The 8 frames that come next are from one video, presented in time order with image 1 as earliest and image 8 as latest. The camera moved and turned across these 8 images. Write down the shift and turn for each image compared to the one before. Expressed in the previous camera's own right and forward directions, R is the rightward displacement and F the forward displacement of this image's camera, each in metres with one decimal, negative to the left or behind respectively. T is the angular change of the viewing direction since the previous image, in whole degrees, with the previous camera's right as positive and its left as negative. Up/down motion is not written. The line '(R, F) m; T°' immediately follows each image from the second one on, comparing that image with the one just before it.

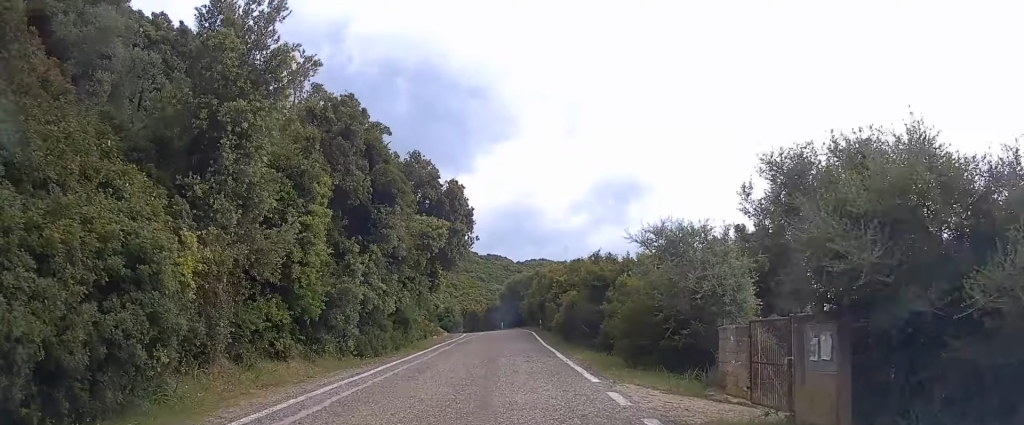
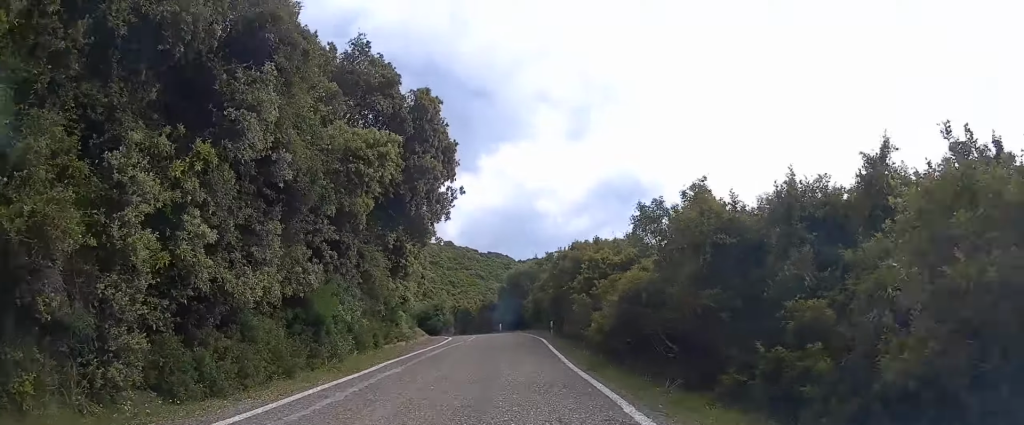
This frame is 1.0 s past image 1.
(0.0, +12.2) m; 0°
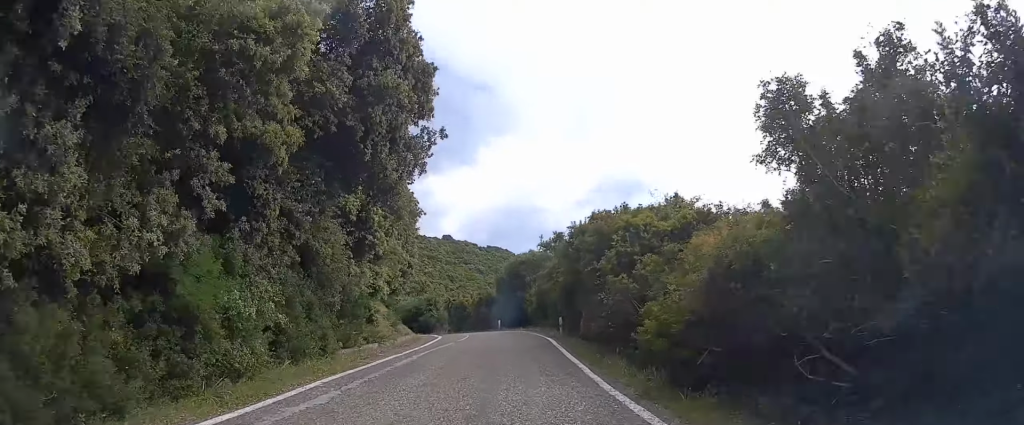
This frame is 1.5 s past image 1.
(0.0, +6.0) m; 0°
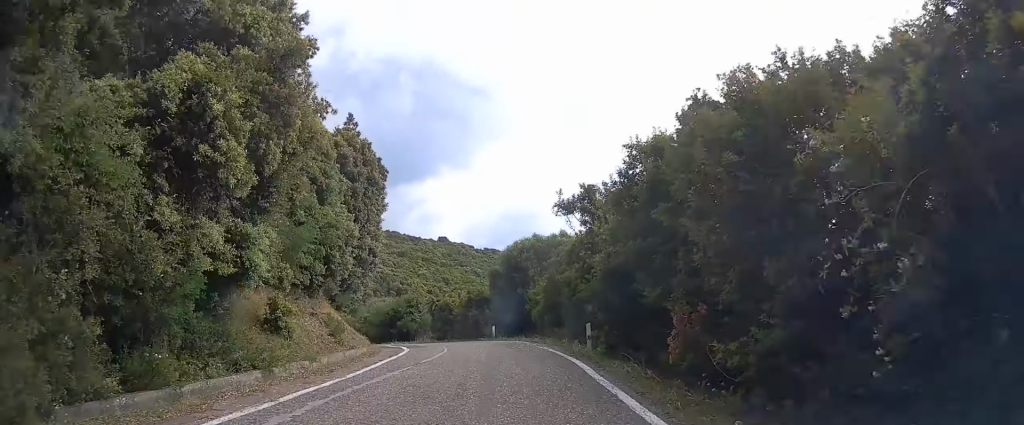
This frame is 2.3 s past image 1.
(0.0, +10.4) m; -1°
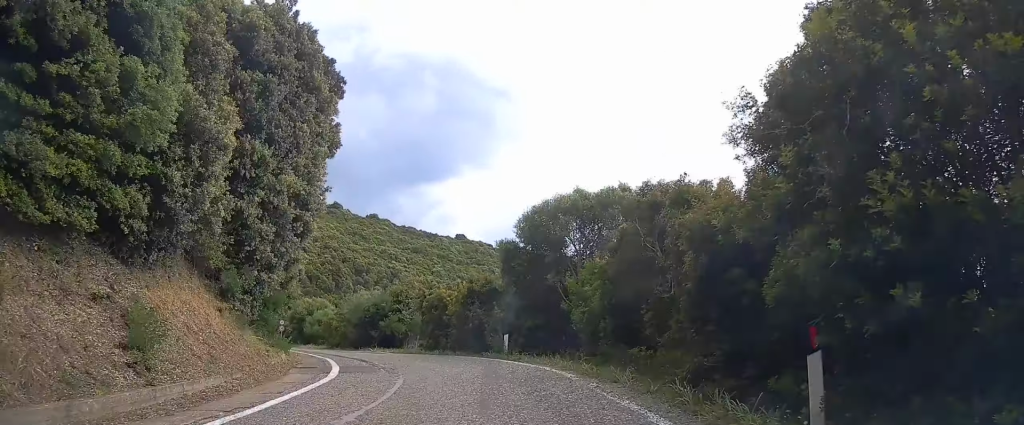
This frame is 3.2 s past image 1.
(-0.2, +12.7) m; -4°
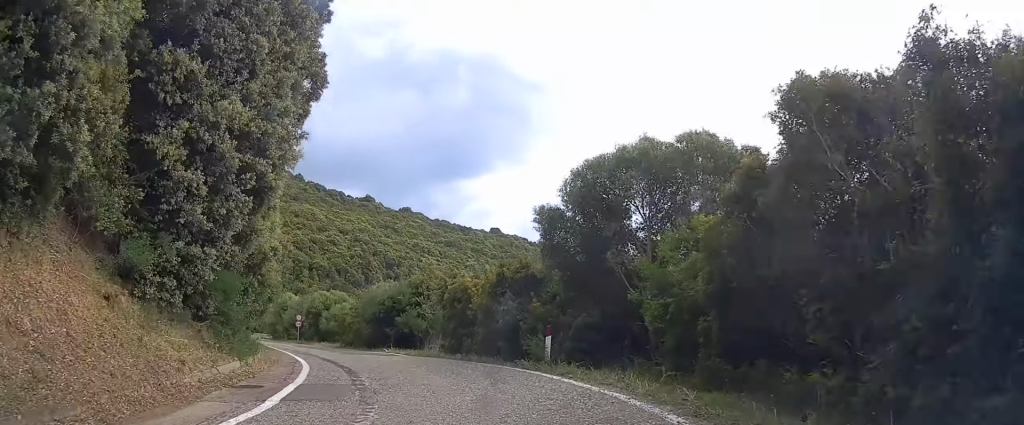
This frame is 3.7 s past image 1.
(0.0, +5.6) m; -3°
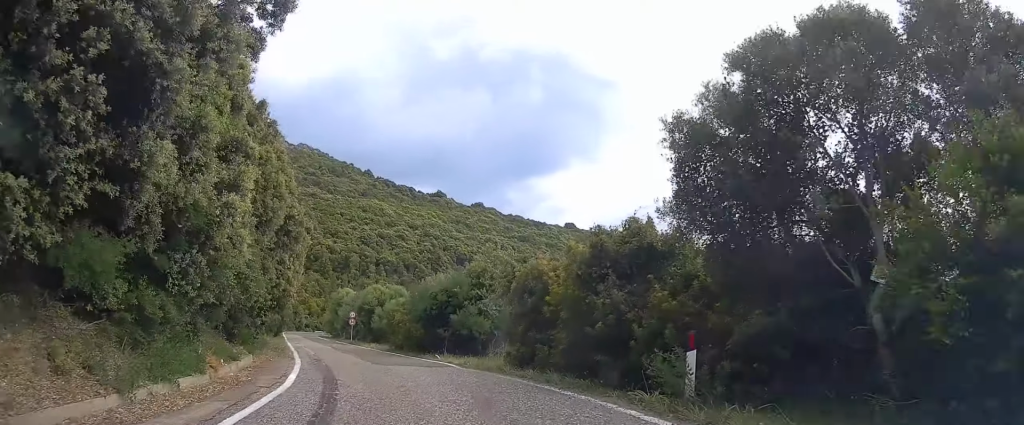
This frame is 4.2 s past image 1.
(-0.3, +7.0) m; -5°
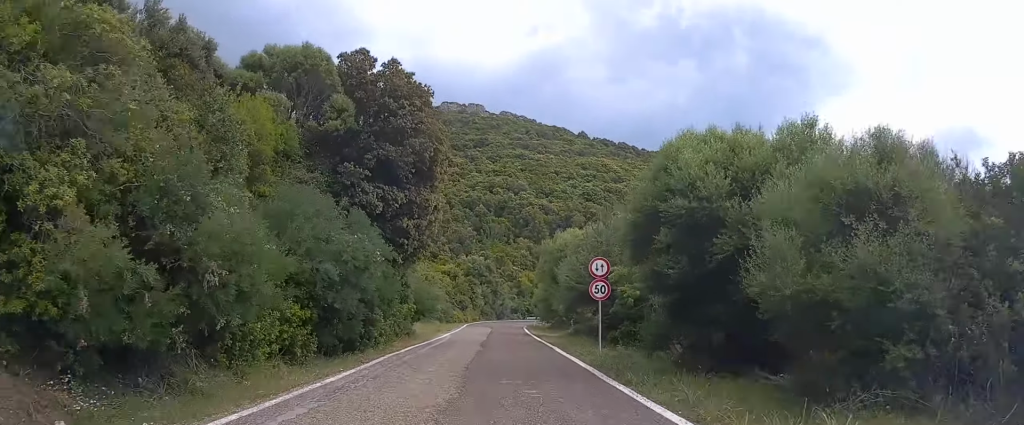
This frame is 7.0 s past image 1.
(-8.0, +37.2) m; -18°
